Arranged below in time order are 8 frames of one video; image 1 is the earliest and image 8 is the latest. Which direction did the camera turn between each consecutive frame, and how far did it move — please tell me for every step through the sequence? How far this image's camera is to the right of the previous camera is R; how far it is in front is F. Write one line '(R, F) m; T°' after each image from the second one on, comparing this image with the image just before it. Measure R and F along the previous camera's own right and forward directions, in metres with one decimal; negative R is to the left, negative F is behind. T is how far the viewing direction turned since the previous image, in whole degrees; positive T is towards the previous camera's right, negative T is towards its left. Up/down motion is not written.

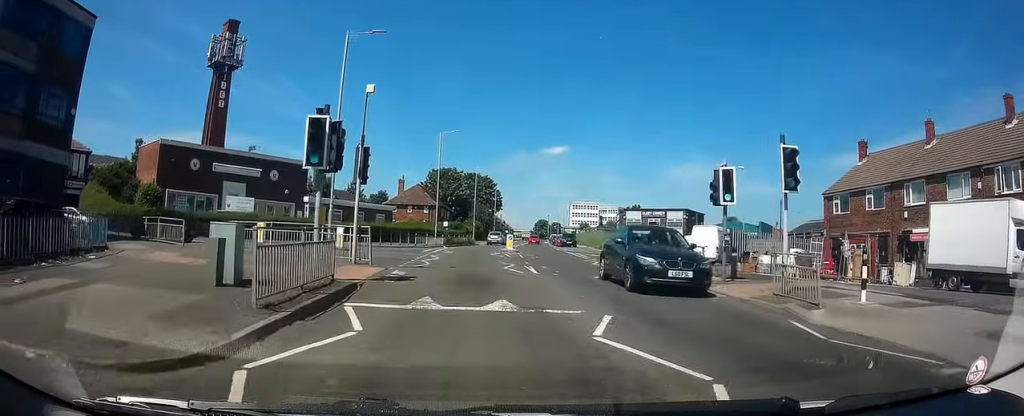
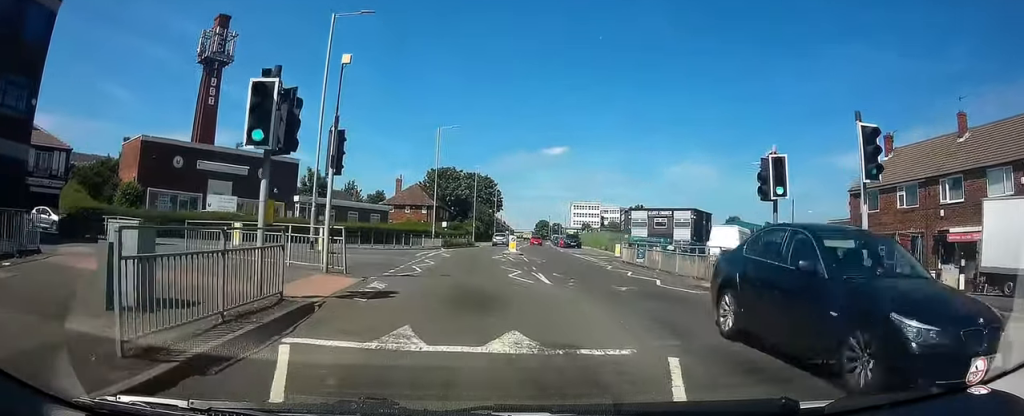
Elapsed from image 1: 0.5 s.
(0.0, +3.3) m; -1°
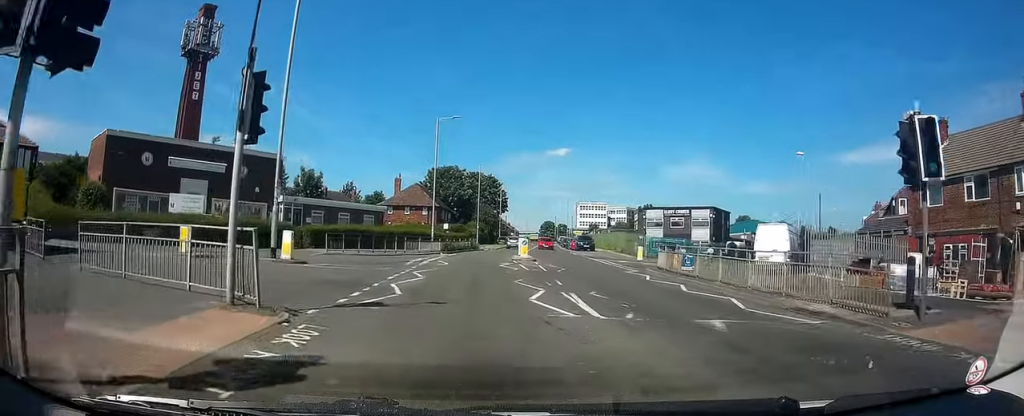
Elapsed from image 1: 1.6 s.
(-0.1, +5.9) m; 0°
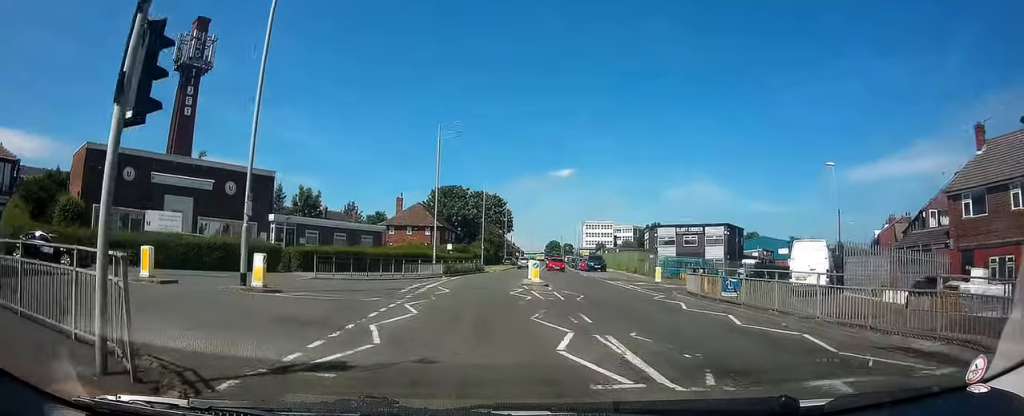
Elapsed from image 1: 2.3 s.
(0.0, +3.2) m; +2°
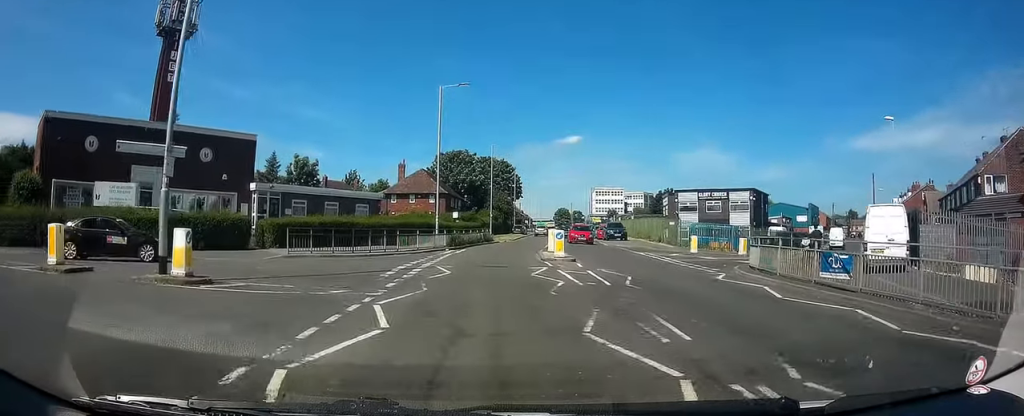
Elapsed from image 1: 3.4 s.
(+0.2, +4.9) m; +2°
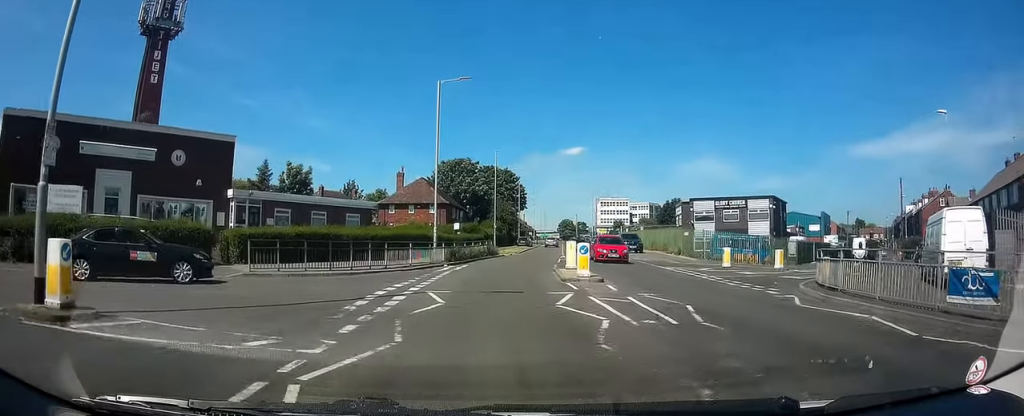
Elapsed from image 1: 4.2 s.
(0.0, +3.9) m; -2°
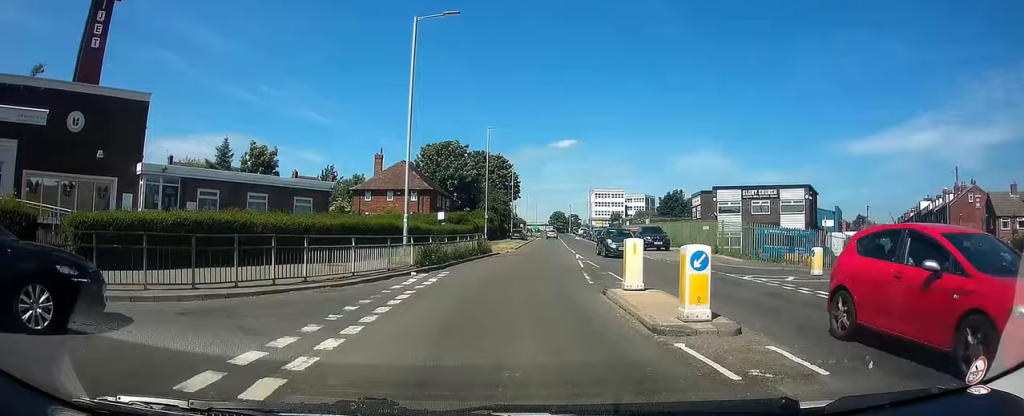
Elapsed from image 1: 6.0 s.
(-0.1, +8.6) m; +1°
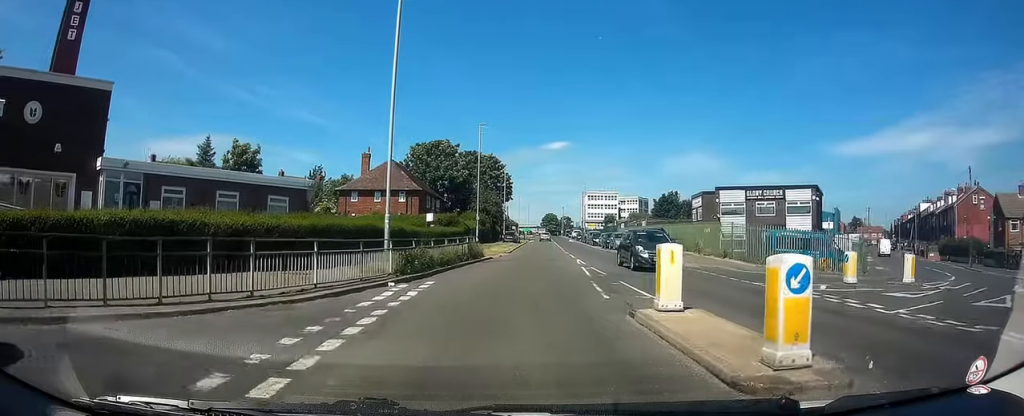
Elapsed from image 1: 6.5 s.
(0.0, +2.6) m; +1°
